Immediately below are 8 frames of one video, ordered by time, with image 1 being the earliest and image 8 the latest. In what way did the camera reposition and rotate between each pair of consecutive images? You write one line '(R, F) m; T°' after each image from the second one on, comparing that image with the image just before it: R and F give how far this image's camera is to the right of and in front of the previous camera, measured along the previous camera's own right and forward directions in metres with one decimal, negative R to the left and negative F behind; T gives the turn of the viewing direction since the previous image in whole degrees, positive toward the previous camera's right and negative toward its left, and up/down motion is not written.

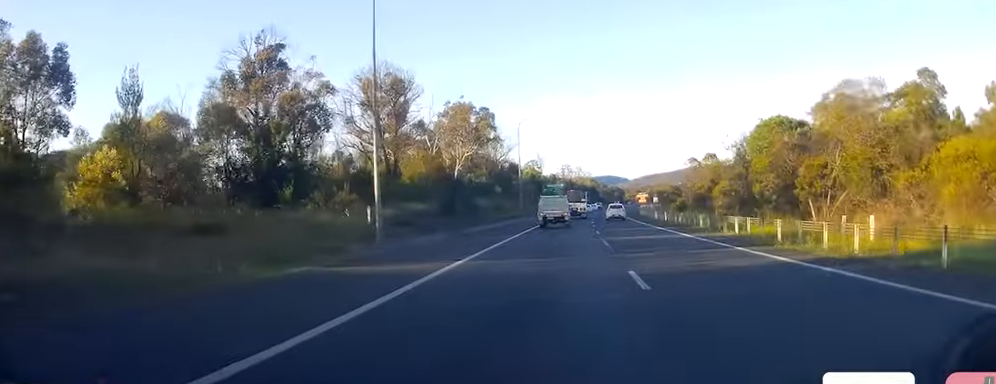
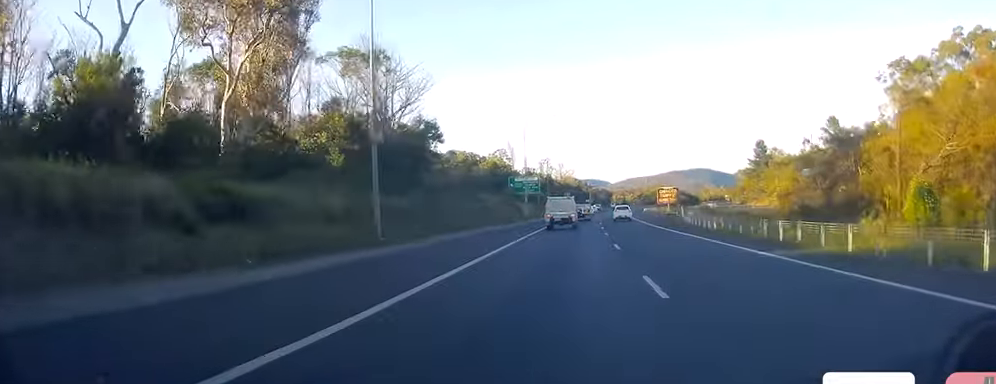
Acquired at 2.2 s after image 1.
(-0.1, +61.4) m; 0°
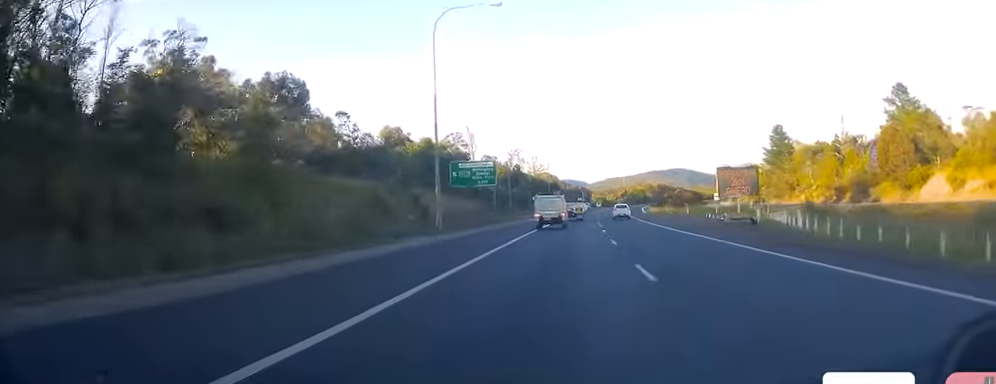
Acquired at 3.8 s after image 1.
(+0.5, +46.5) m; +1°
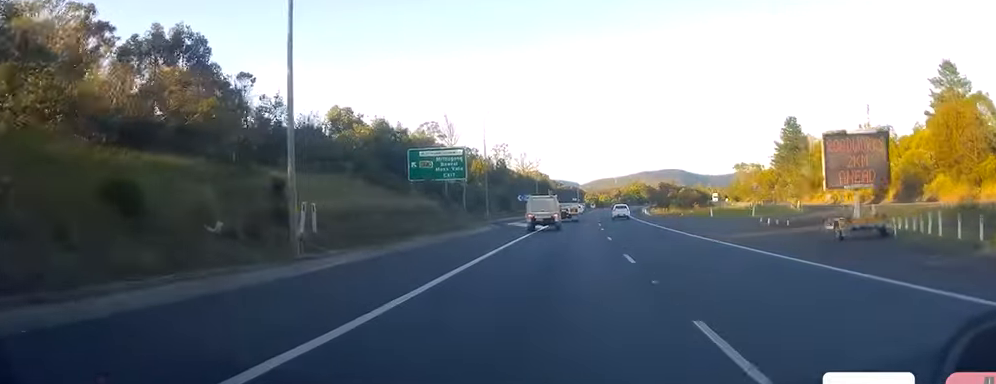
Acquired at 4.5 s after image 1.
(0.0, +20.0) m; +1°
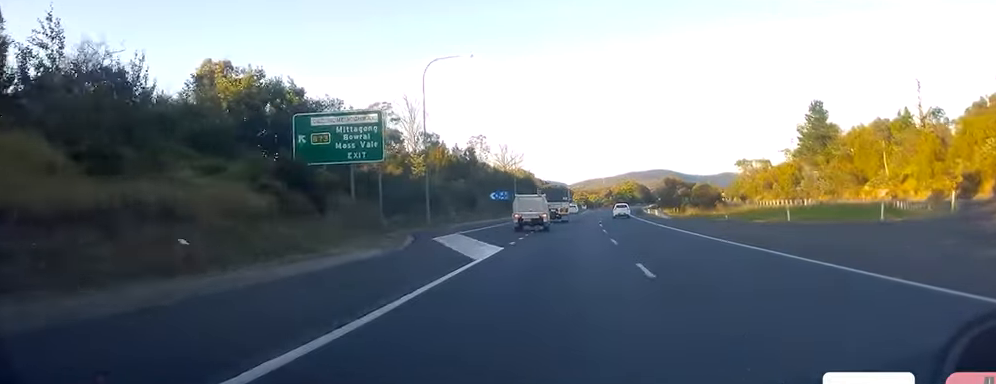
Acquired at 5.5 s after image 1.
(+0.6, +28.6) m; +1°
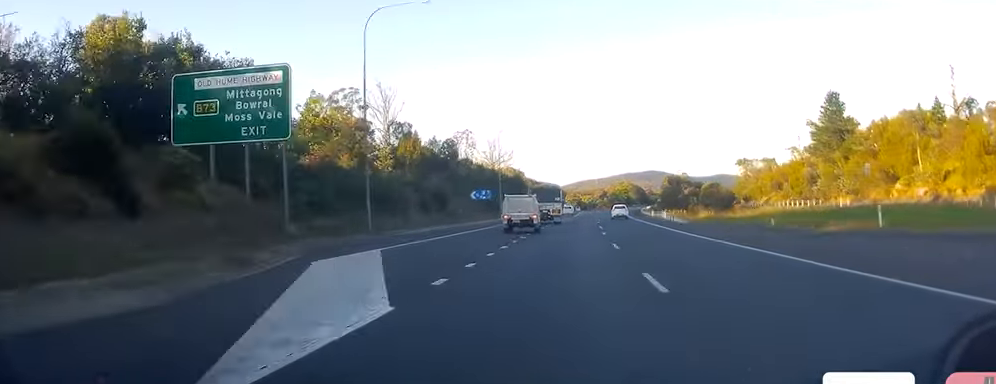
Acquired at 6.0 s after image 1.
(+0.2, +14.3) m; 0°
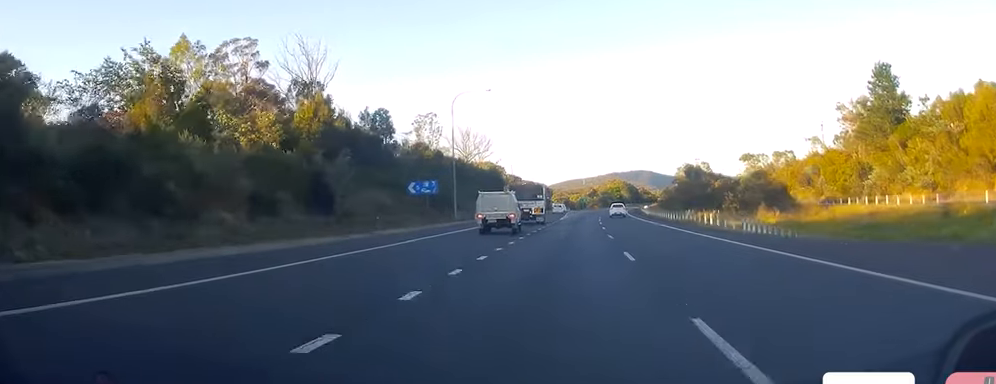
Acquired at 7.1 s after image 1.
(-0.4, +30.3) m; +1°
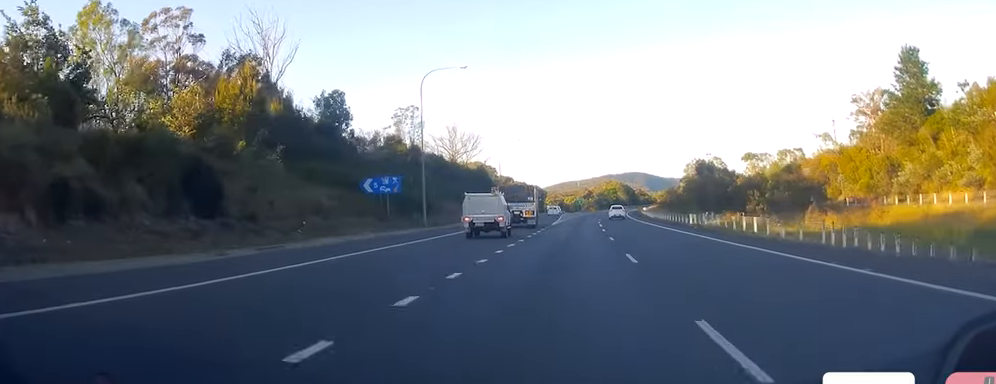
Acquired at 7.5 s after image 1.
(+0.1, +12.3) m; +1°
